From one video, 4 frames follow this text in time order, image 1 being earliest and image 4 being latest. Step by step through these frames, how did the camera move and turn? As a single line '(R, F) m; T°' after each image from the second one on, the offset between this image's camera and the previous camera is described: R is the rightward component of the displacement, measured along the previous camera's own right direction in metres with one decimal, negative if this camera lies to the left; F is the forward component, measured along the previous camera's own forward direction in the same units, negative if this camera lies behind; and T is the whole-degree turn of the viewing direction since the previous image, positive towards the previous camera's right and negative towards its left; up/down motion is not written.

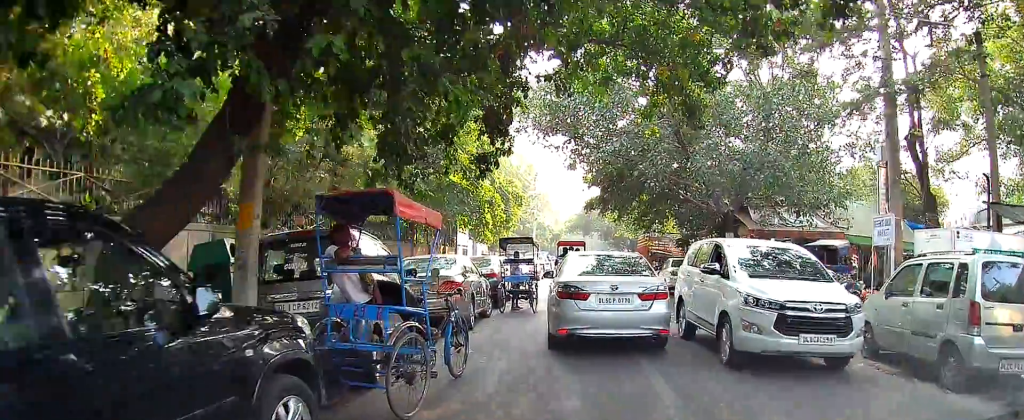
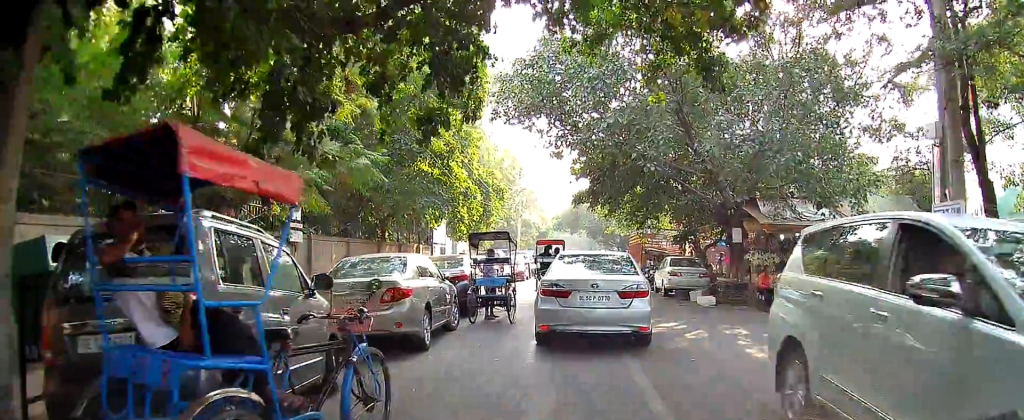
(+0.3, +2.6) m; +2°
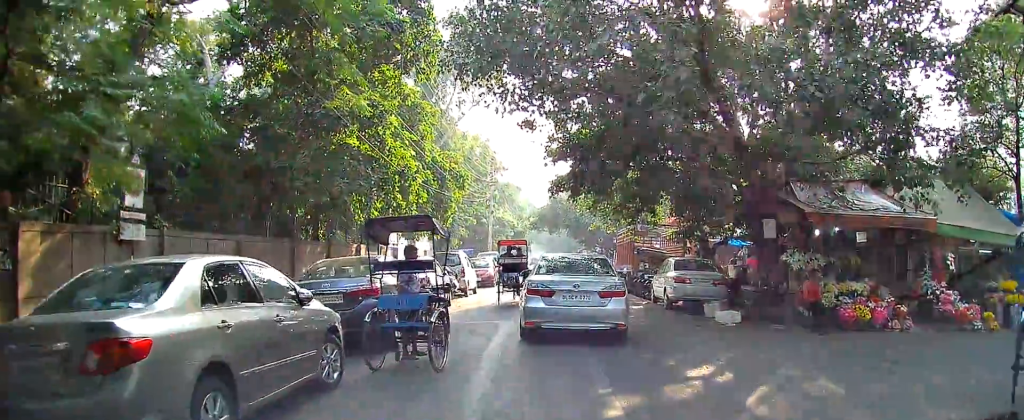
(0.0, +4.7) m; -5°
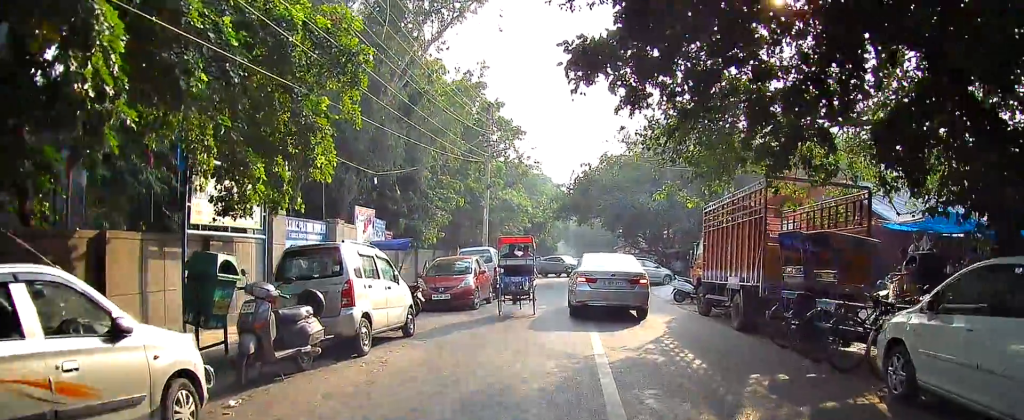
(+0.3, +11.6) m; +3°
